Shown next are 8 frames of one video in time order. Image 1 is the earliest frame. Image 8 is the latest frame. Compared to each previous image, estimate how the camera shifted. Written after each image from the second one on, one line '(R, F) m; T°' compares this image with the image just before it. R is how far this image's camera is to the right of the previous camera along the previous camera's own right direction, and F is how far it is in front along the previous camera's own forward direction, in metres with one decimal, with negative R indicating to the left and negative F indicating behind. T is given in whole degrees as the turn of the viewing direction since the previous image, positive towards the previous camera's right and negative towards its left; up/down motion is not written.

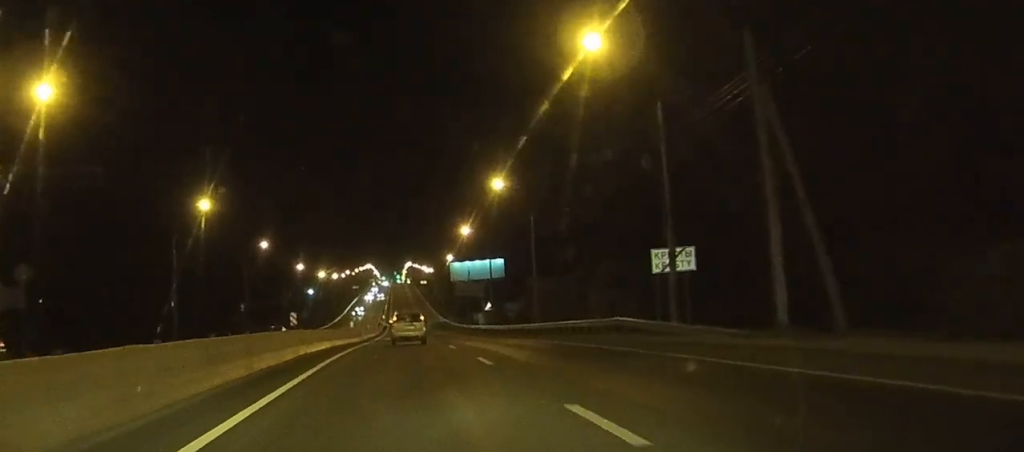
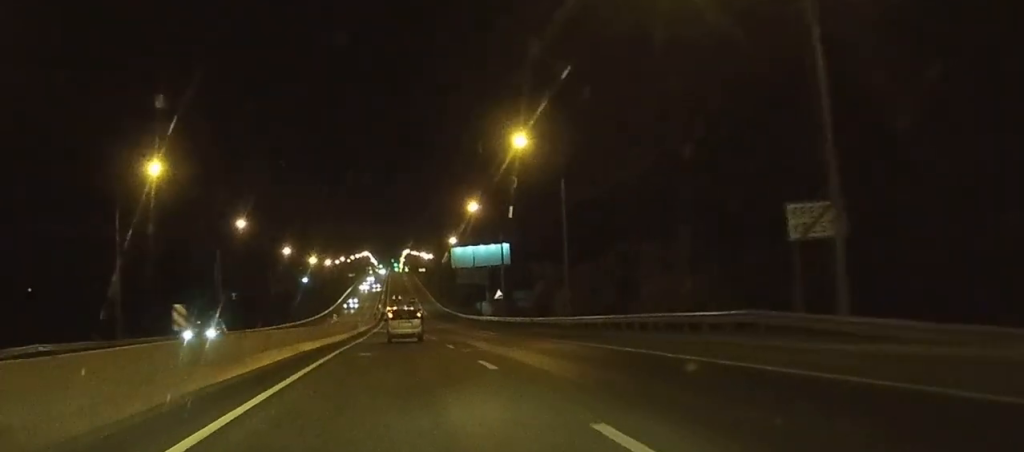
(0.0, +14.4) m; 0°
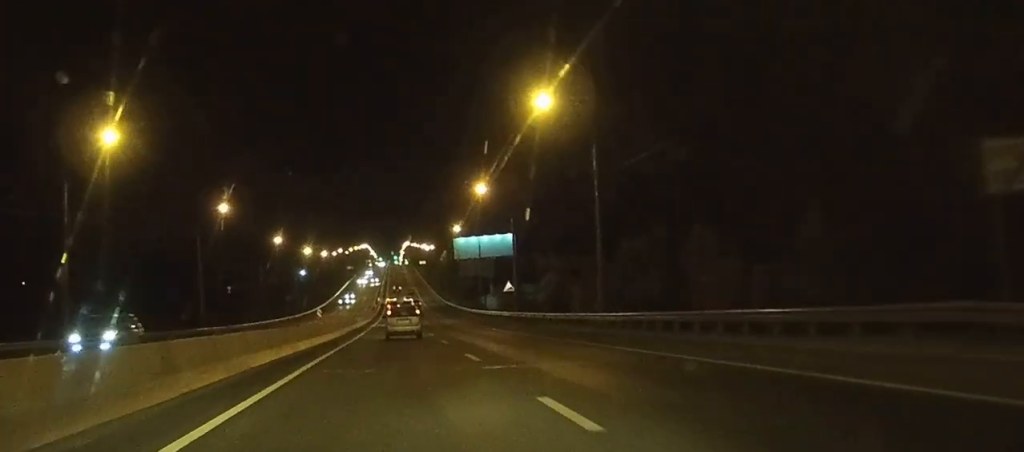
(0.0, +9.4) m; 0°
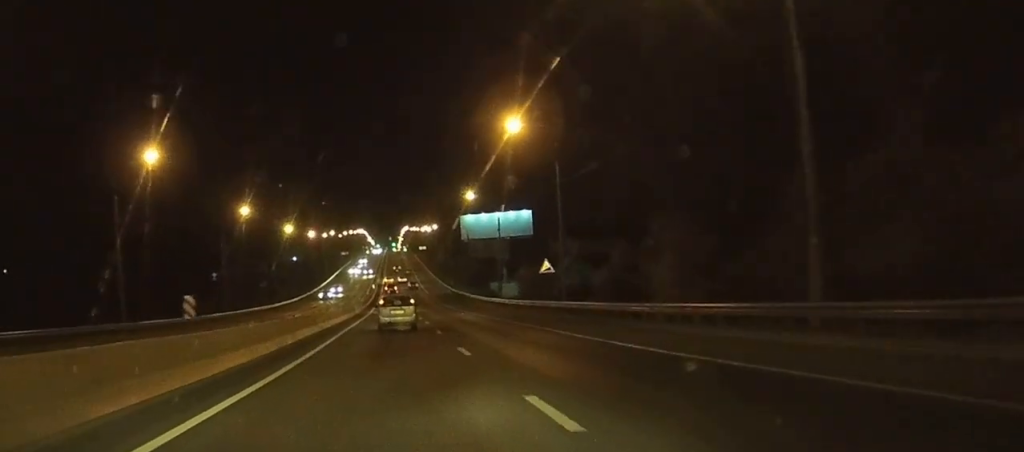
(+0.4, +25.0) m; +2°
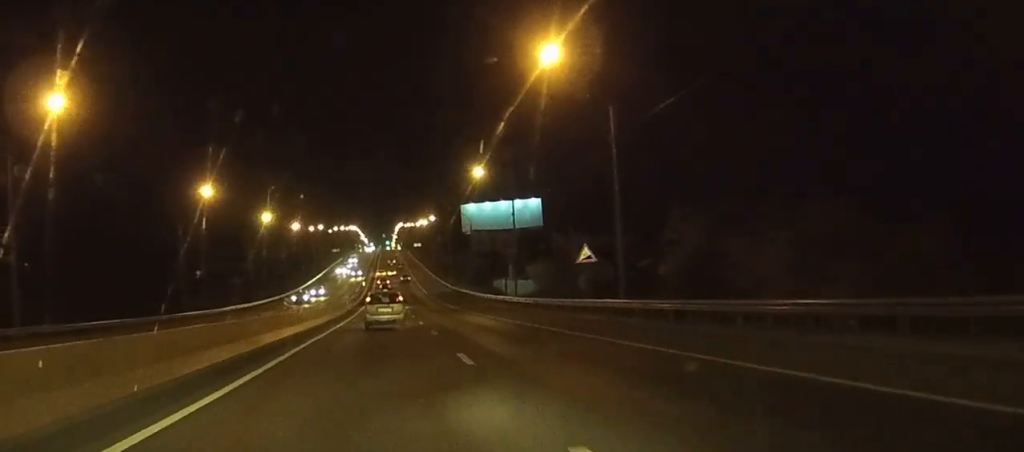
(+0.3, +16.6) m; +1°
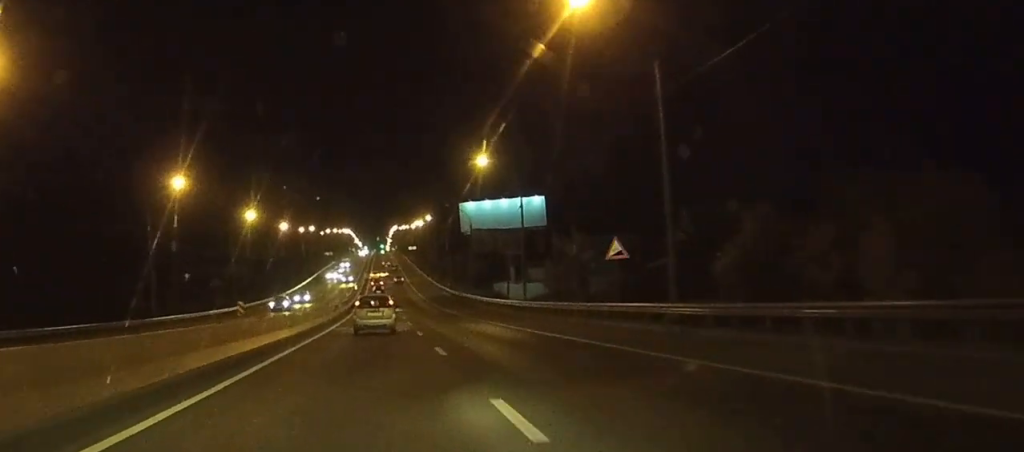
(+0.1, +8.4) m; 0°
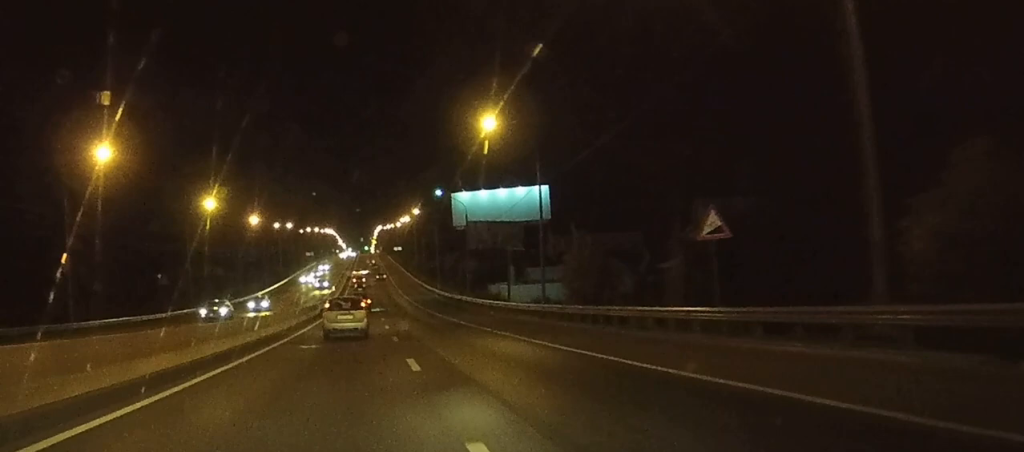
(-0.2, +15.2) m; -1°
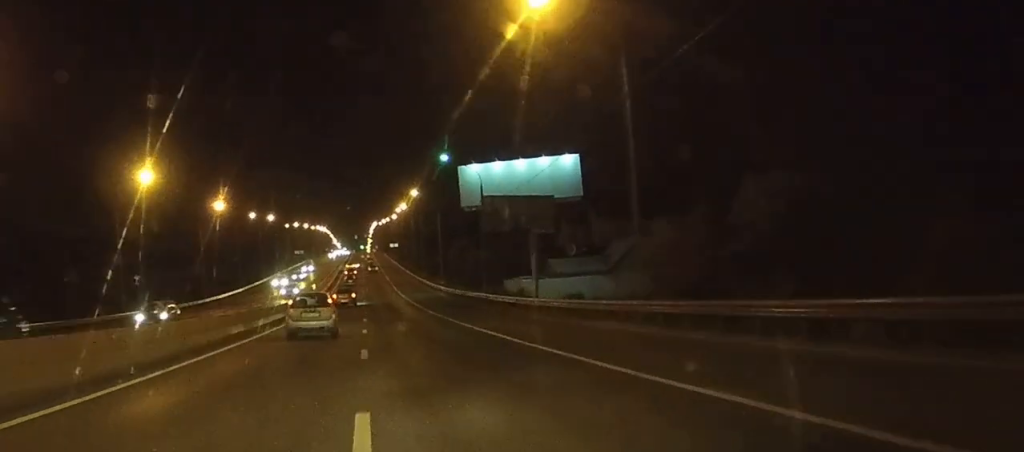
(-0.3, +21.4) m; -1°
